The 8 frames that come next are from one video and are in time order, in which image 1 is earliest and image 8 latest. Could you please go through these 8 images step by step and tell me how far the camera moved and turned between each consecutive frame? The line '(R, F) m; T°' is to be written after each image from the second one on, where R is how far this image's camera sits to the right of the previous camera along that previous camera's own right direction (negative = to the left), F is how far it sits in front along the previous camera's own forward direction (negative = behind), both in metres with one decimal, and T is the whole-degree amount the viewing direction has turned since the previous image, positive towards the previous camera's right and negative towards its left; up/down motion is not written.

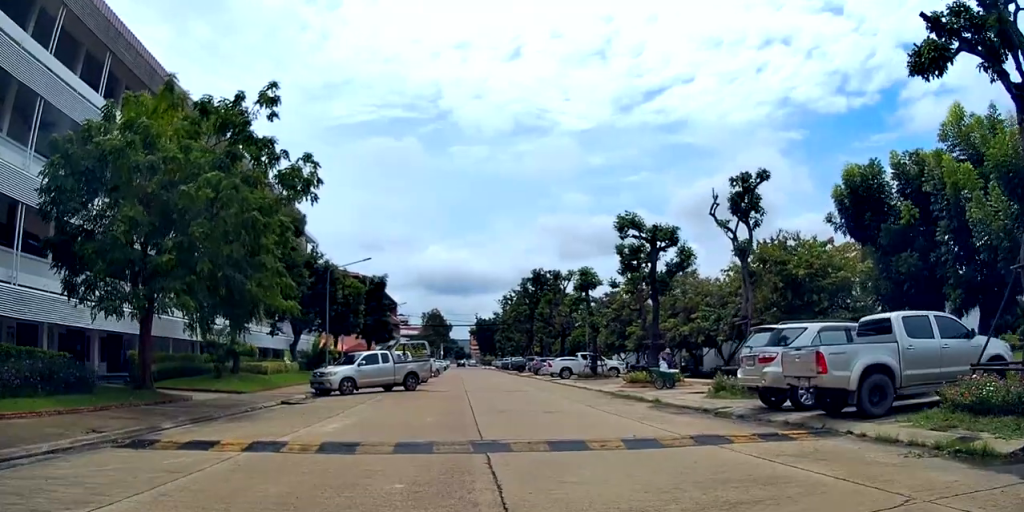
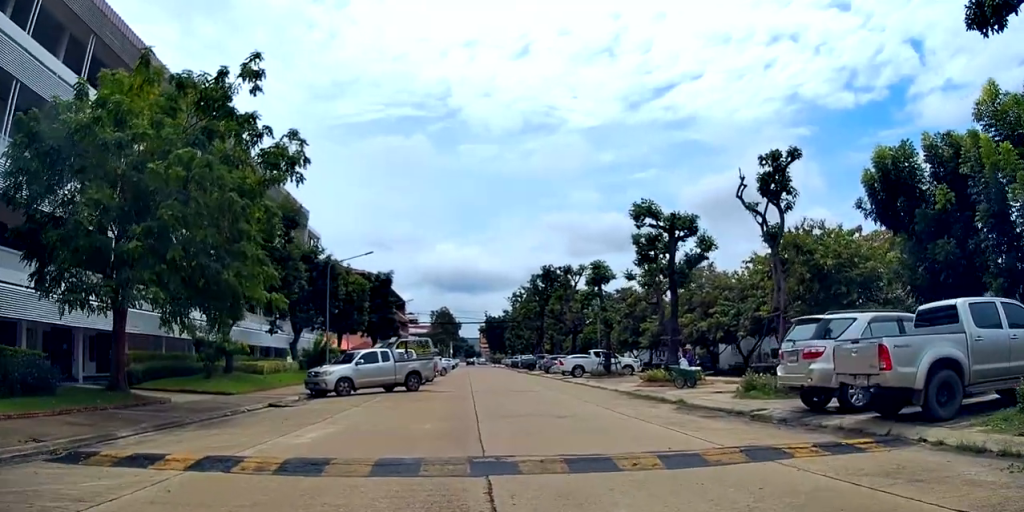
(+0.3, +1.3) m; -2°
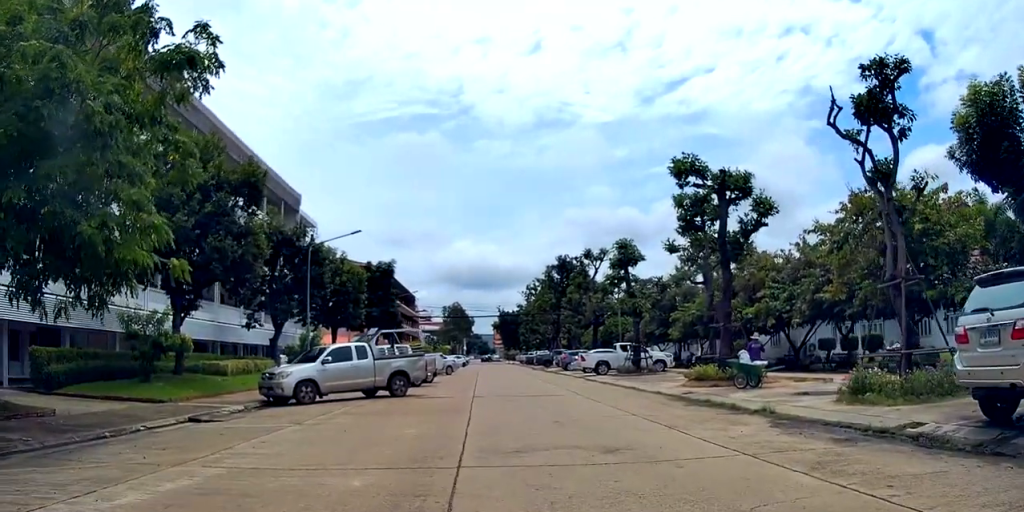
(-0.8, +4.7) m; -12°
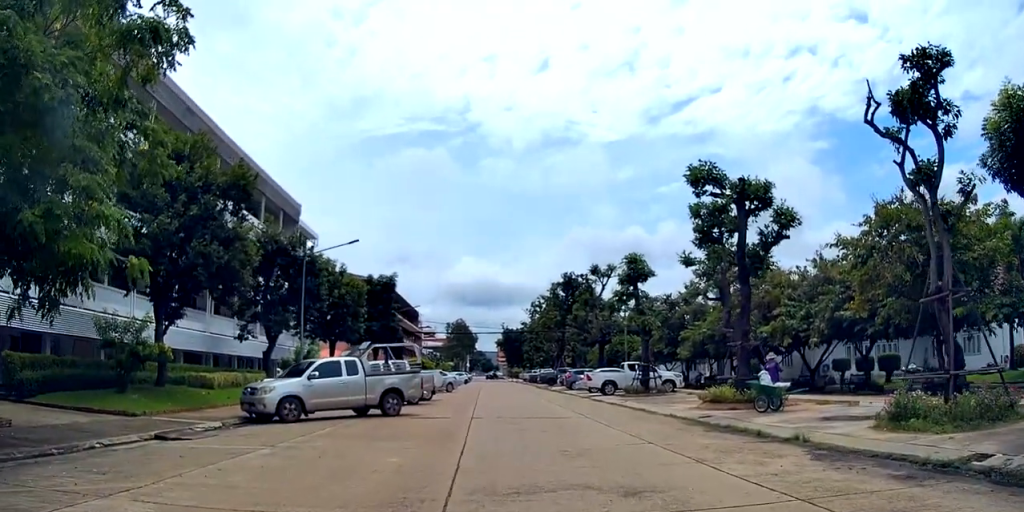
(+0.1, +1.5) m; -2°
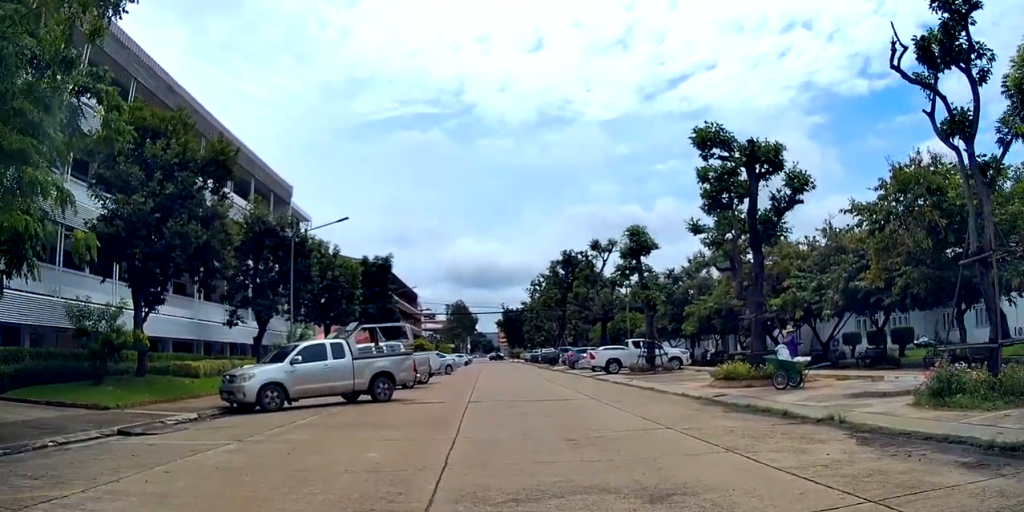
(-0.2, +1.3) m; -3°
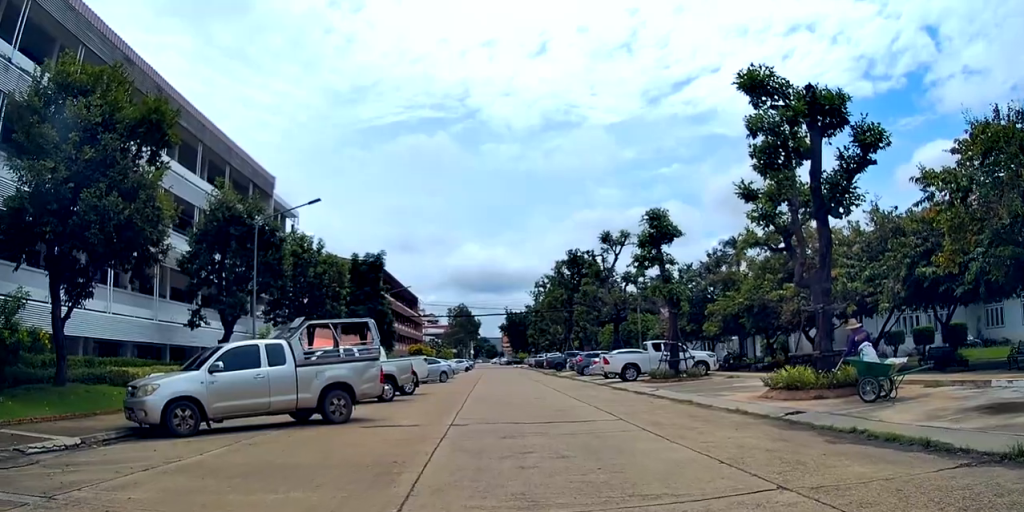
(-0.1, +4.4) m; -2°
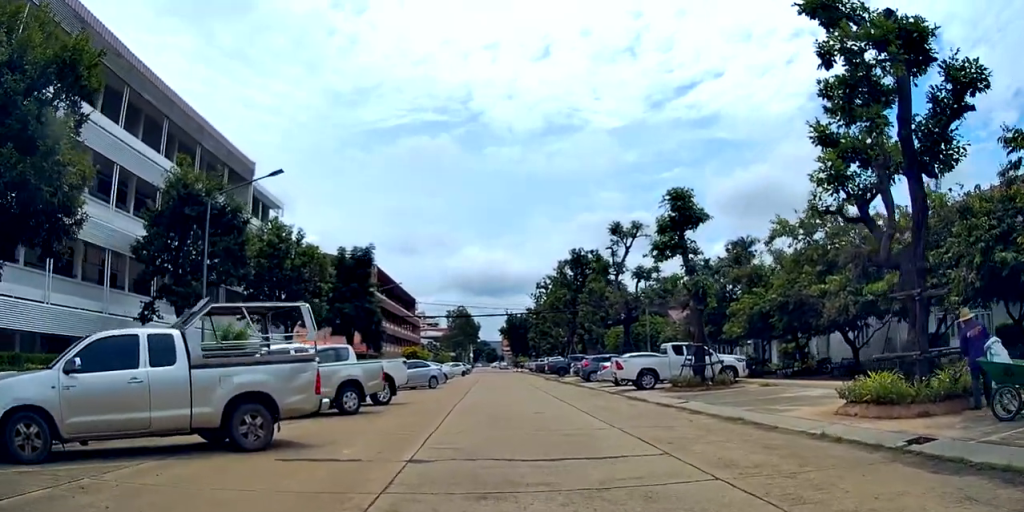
(-0.2, +3.5) m; -2°
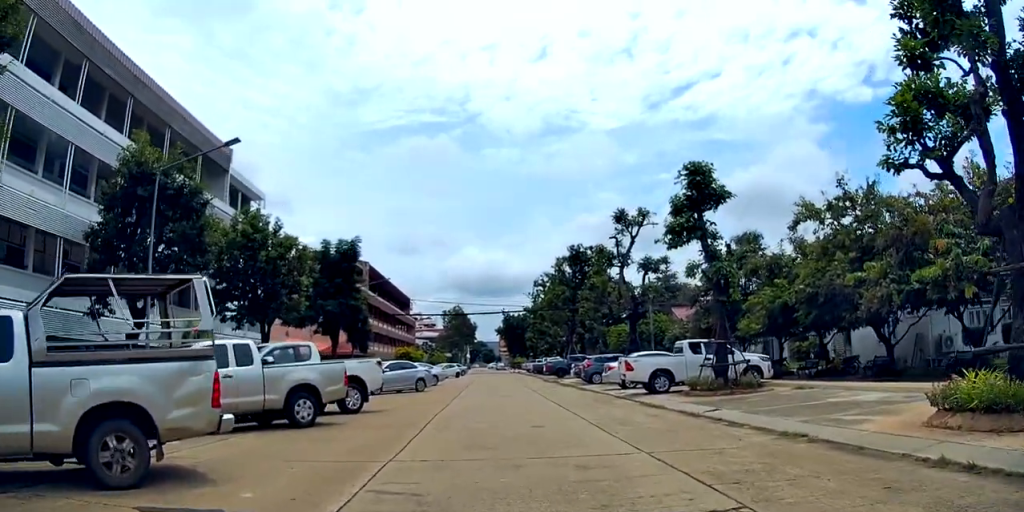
(+0.1, +2.8) m; 0°
